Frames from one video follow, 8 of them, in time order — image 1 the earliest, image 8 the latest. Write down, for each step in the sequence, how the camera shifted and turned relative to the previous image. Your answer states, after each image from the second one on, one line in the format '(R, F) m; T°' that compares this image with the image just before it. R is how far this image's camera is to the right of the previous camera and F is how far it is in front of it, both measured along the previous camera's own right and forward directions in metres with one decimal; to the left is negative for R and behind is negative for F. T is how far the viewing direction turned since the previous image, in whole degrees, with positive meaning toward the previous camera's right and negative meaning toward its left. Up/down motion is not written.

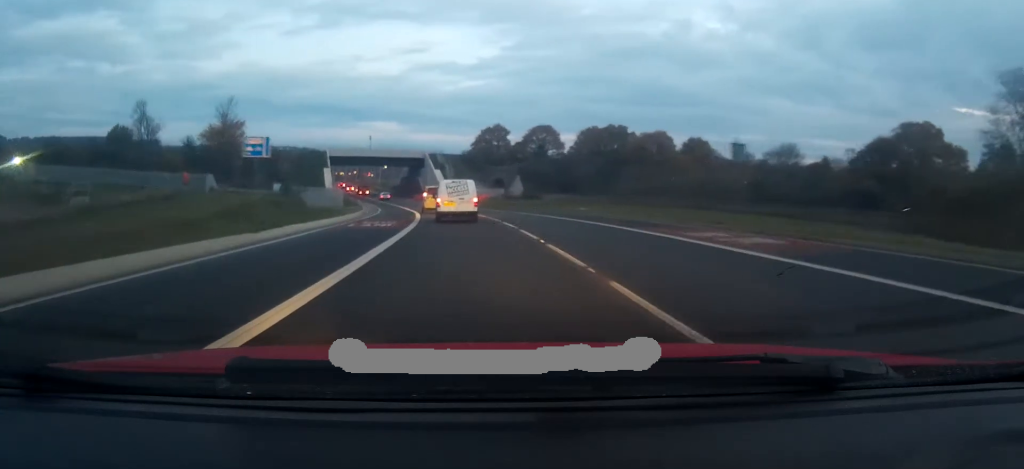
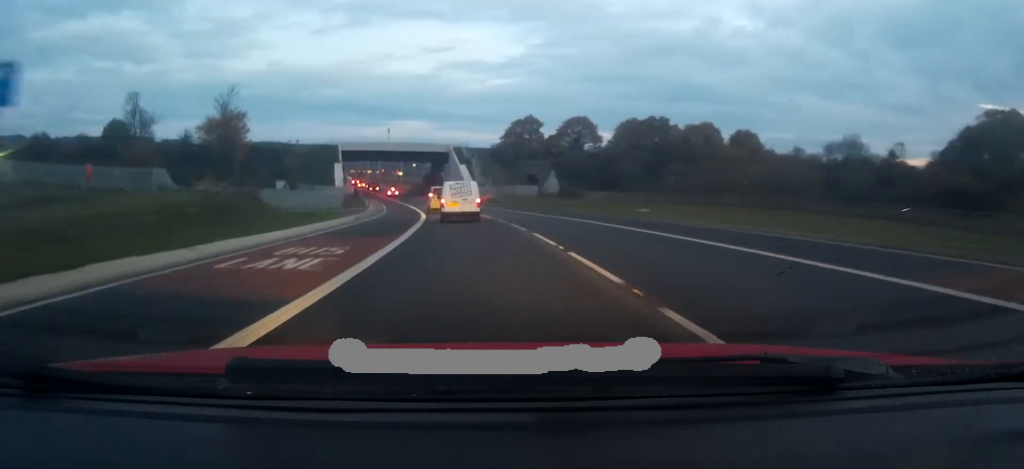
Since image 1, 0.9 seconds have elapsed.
(-0.3, +13.9) m; -3°
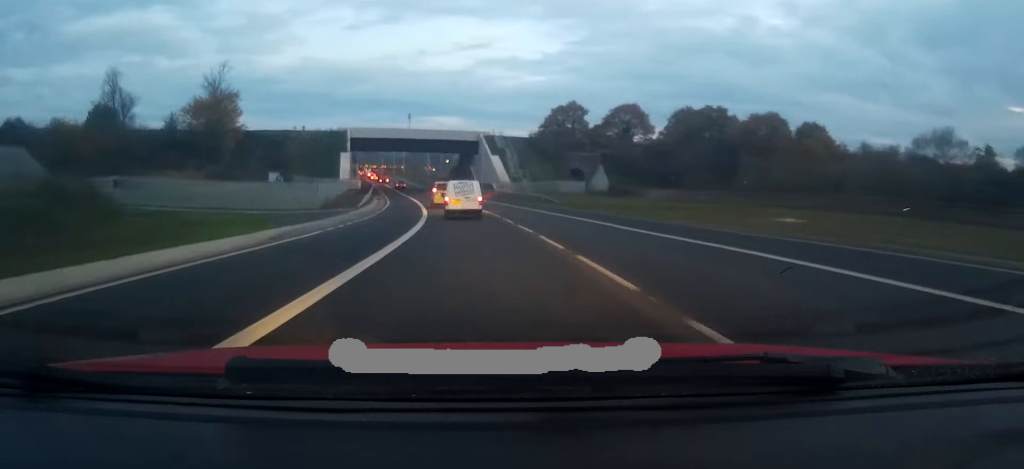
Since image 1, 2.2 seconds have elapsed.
(-0.7, +18.9) m; -4°
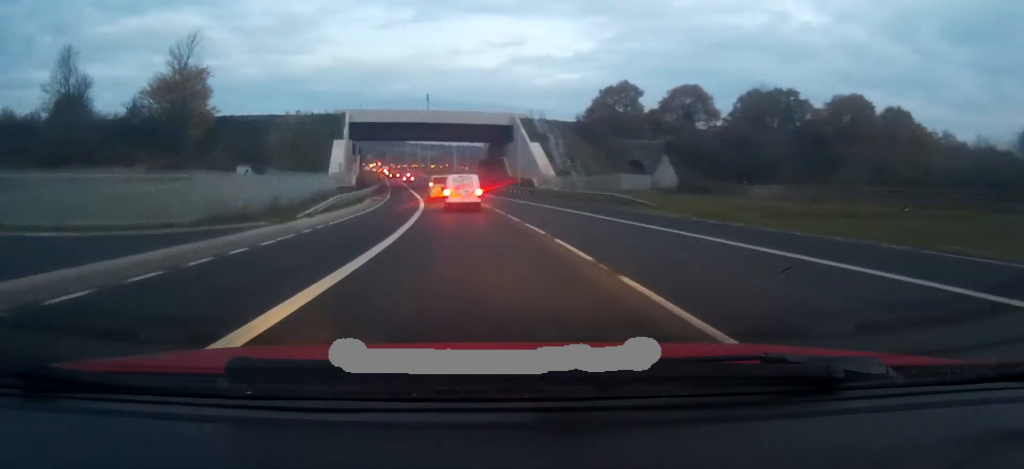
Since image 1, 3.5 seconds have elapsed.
(-0.5, +21.9) m; -3°
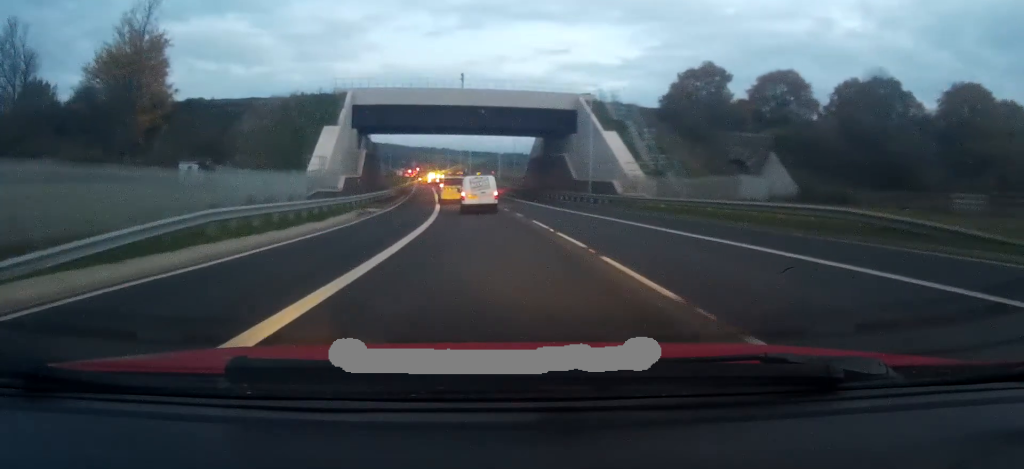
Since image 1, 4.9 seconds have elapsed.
(-0.8, +21.6) m; -4°
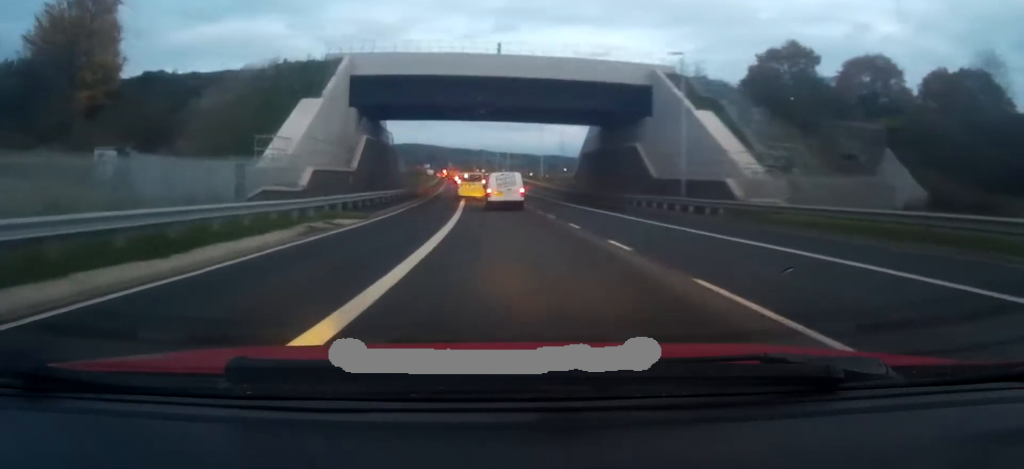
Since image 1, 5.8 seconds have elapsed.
(-0.4, +15.1) m; -2°
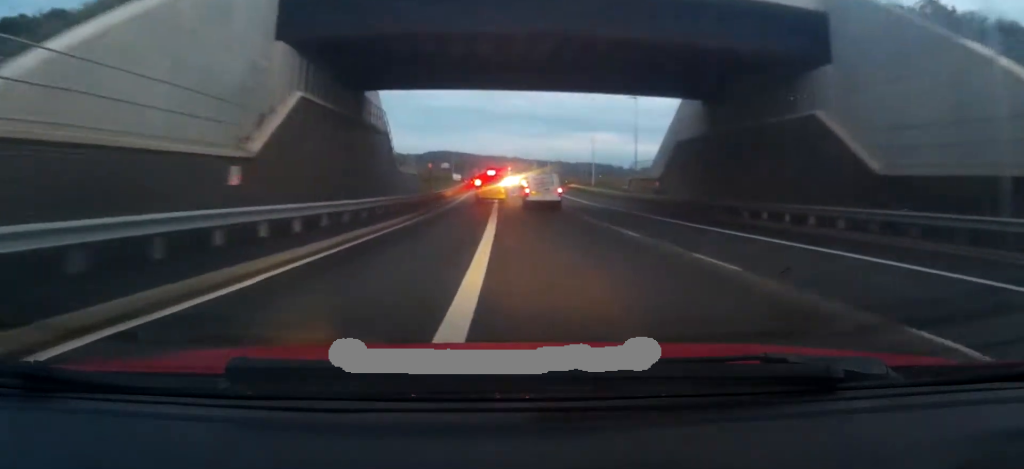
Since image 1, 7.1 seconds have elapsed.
(-0.4, +21.1) m; -2°
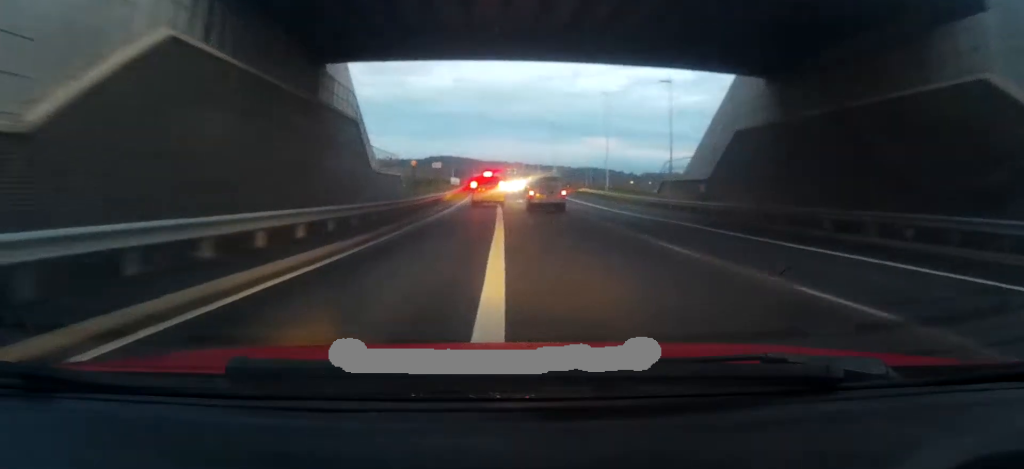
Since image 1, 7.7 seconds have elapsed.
(0.0, +9.7) m; 0°
